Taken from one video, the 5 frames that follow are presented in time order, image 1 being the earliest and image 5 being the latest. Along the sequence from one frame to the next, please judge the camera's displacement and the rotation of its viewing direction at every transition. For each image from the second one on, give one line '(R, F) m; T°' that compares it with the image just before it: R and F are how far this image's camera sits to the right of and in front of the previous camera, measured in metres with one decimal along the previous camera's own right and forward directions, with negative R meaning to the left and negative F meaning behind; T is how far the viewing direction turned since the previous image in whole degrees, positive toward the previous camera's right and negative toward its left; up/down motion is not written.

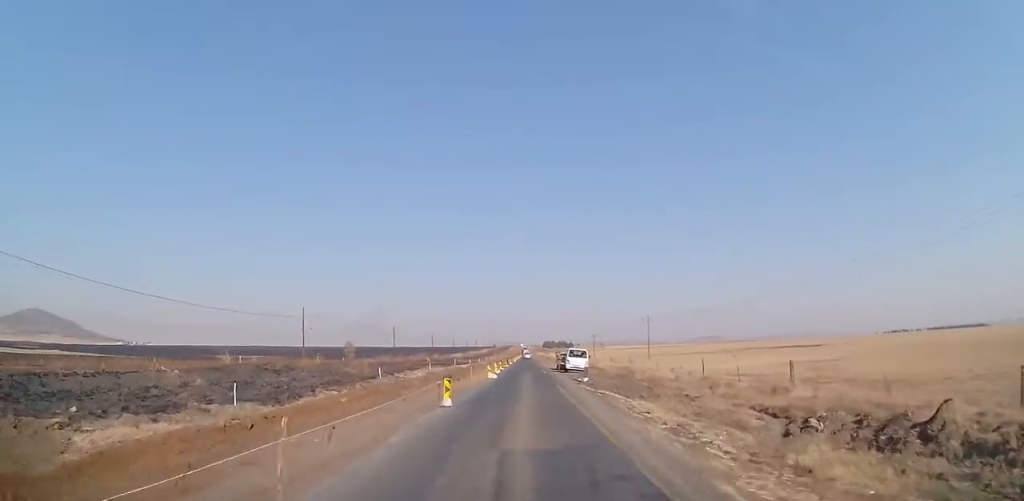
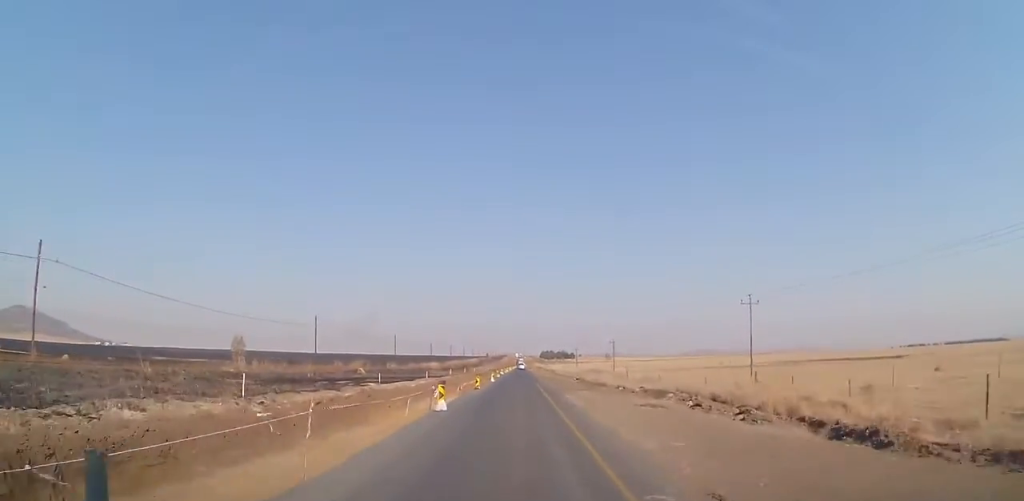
(+0.6, +61.0) m; -1°
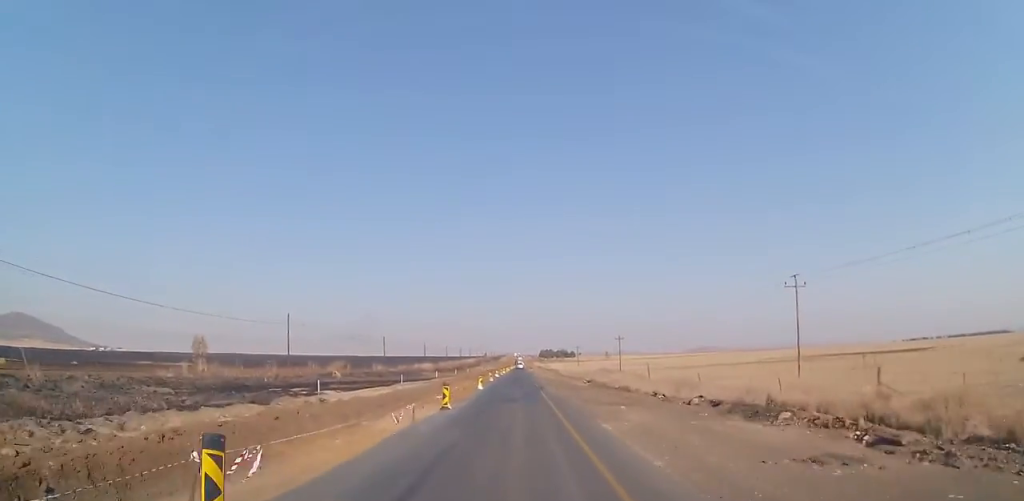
(-0.3, +12.0) m; 0°
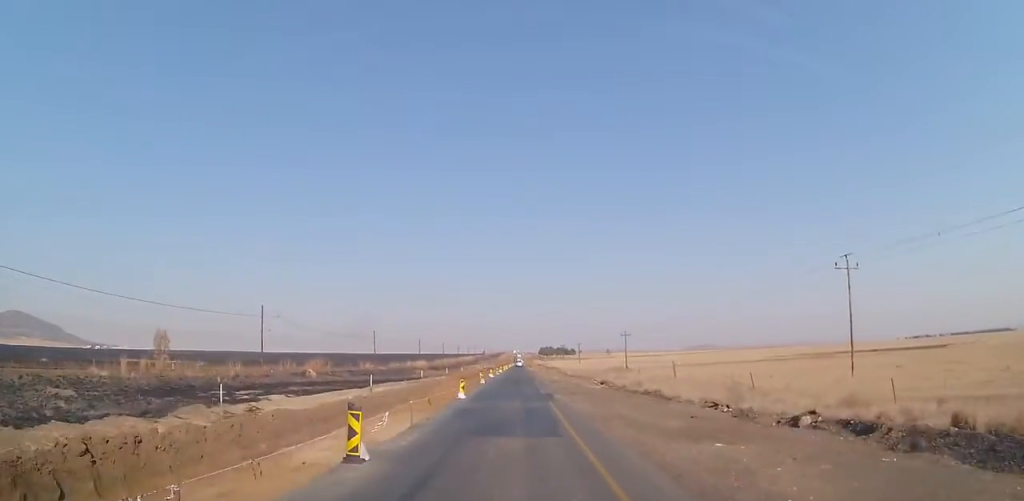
(-0.1, +9.6) m; +1°
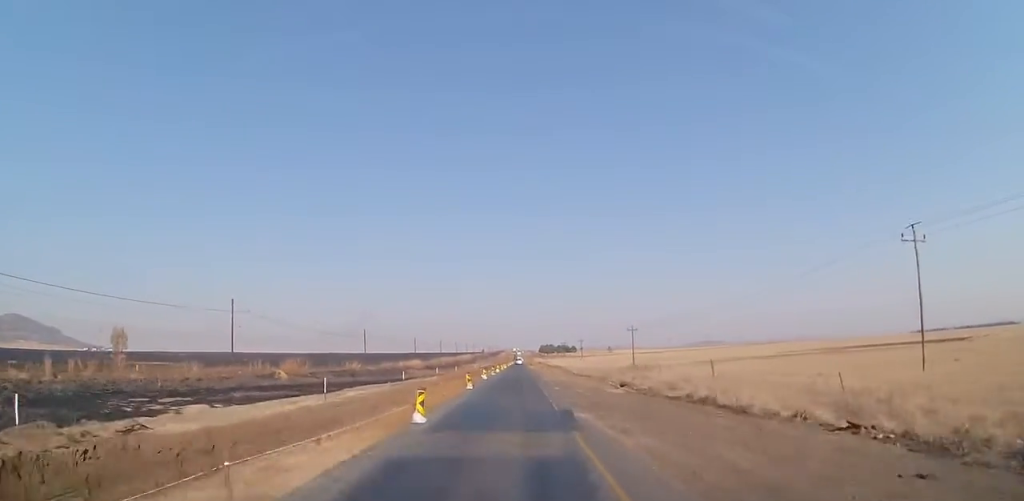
(+0.3, +9.2) m; +1°
